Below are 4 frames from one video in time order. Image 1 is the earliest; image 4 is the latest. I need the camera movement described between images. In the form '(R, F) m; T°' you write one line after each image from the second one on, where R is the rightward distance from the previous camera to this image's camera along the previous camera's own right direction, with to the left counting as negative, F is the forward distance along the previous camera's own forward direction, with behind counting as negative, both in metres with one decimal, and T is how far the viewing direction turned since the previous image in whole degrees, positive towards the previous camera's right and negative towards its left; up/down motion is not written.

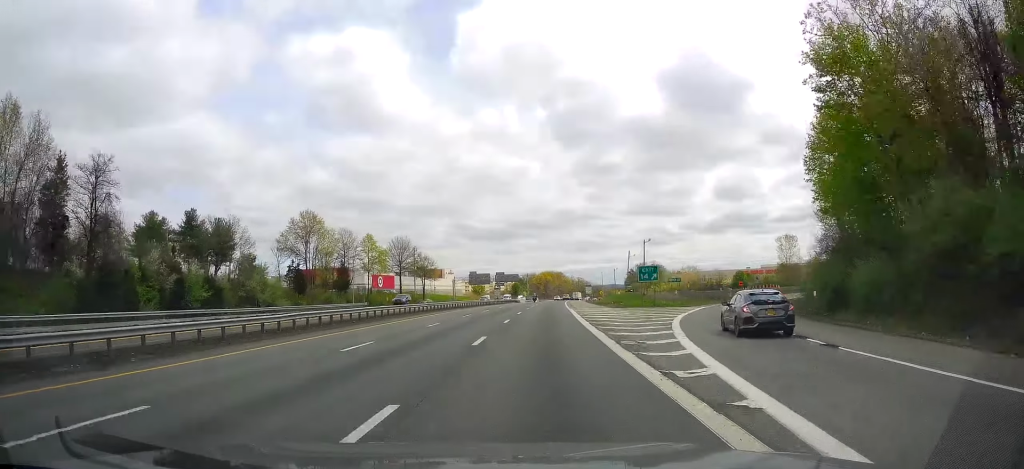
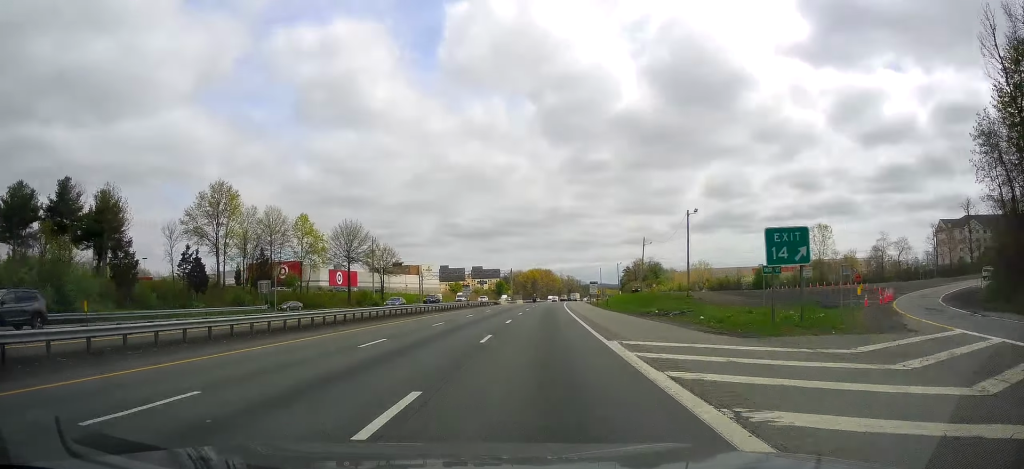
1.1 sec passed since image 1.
(+0.2, +35.2) m; +1°
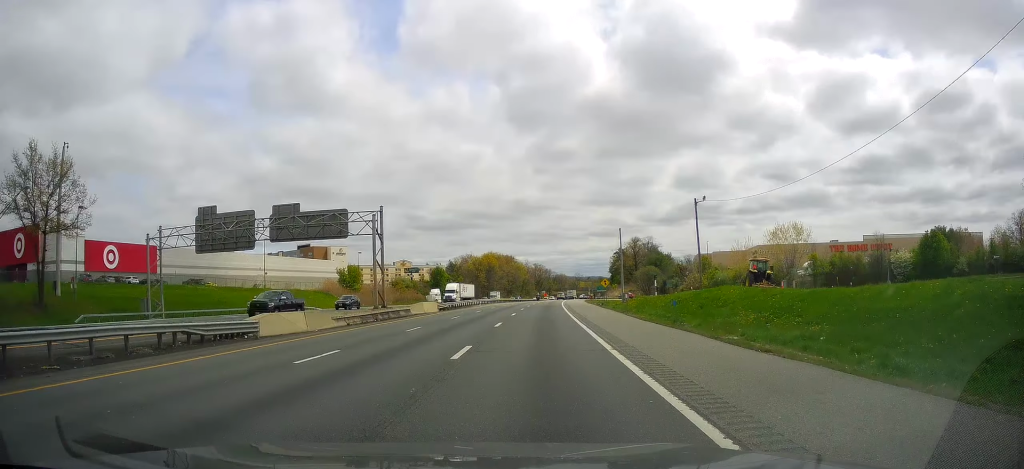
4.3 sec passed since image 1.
(+3.6, +102.7) m; +3°
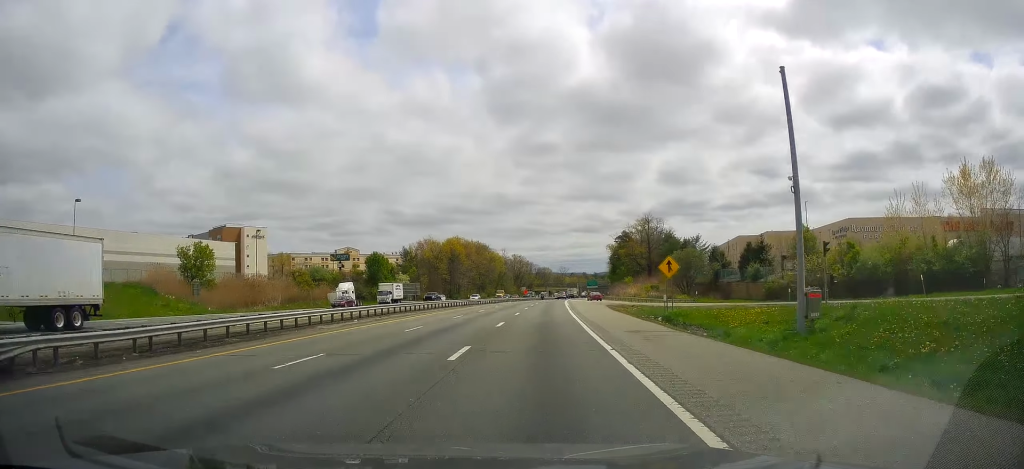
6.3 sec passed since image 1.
(+2.1, +61.9) m; +4°
